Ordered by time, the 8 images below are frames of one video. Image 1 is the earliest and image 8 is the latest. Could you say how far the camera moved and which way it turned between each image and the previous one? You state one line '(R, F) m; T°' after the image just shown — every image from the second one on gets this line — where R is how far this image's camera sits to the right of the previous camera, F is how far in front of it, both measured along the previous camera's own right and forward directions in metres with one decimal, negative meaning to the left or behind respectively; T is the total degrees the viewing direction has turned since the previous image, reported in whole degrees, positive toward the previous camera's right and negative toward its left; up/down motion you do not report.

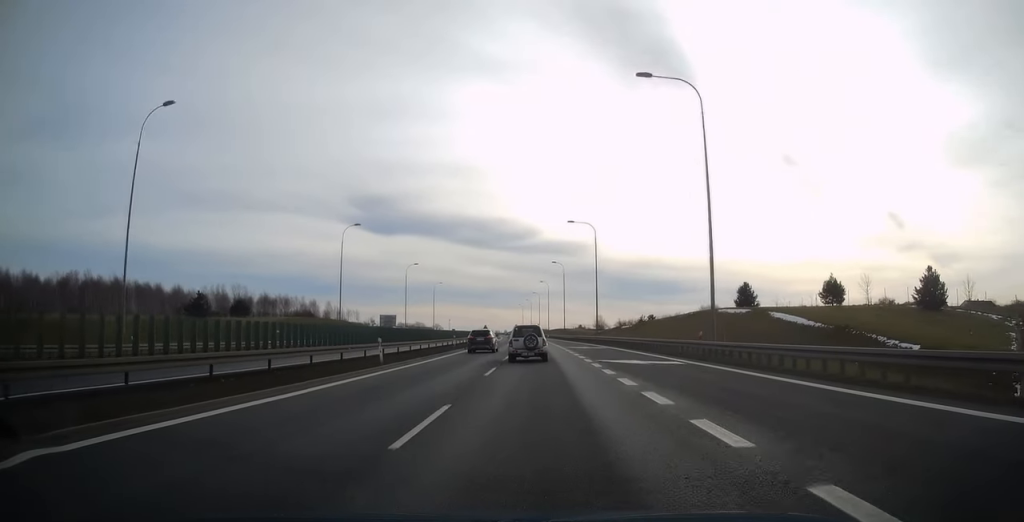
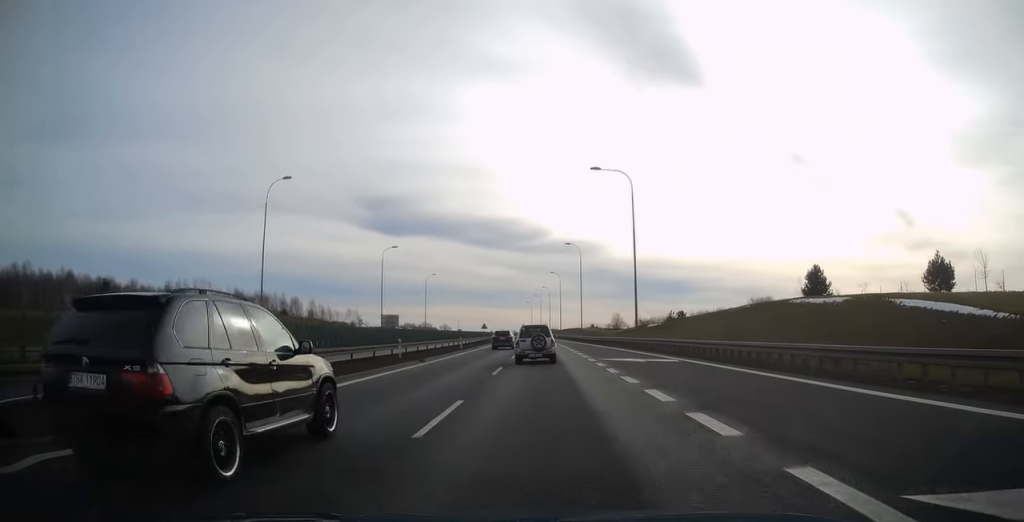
(-0.1, +23.2) m; -1°
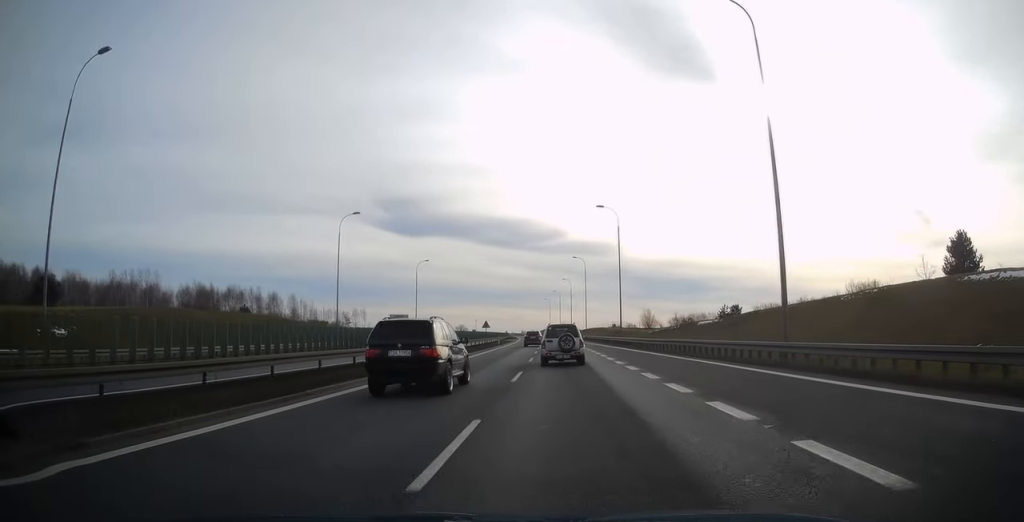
(-0.3, +26.3) m; -1°
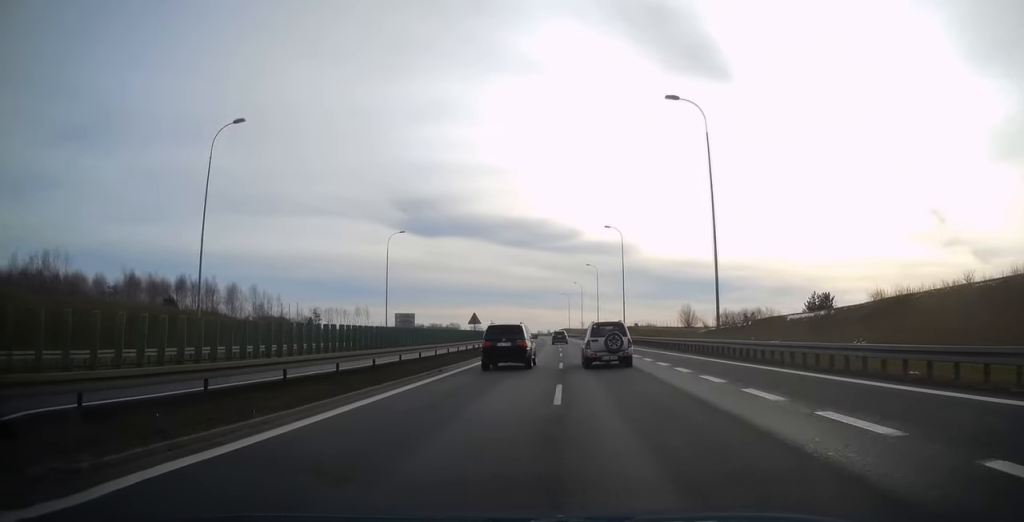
(-0.4, +29.4) m; -2°
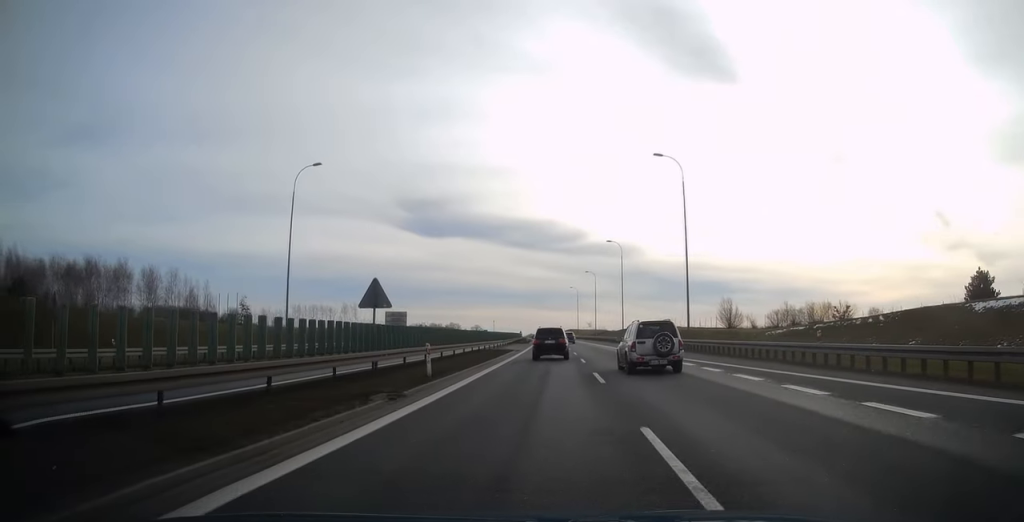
(-0.4, +30.9) m; -1°
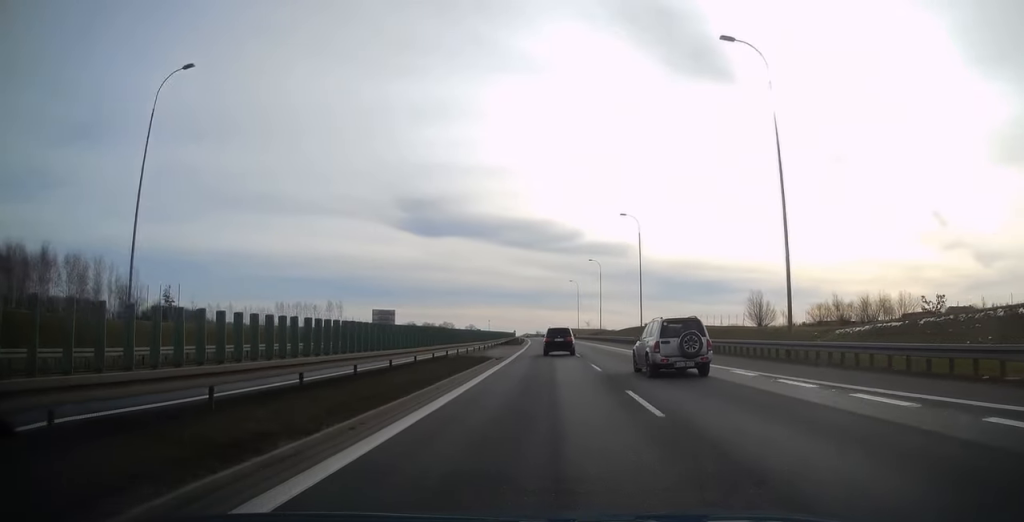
(-0.2, +18.6) m; 0°
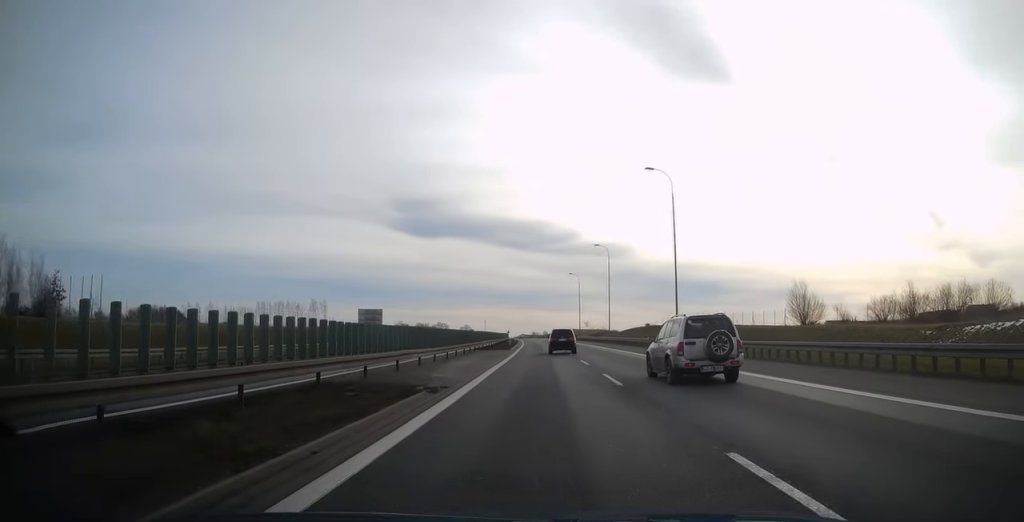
(0.0, +18.8) m; 0°
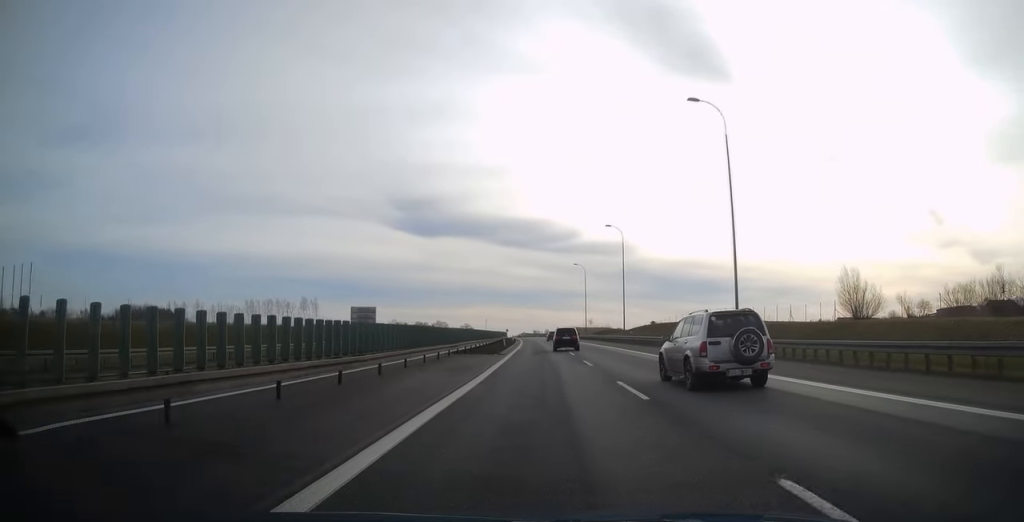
(+0.2, +14.3) m; 0°
